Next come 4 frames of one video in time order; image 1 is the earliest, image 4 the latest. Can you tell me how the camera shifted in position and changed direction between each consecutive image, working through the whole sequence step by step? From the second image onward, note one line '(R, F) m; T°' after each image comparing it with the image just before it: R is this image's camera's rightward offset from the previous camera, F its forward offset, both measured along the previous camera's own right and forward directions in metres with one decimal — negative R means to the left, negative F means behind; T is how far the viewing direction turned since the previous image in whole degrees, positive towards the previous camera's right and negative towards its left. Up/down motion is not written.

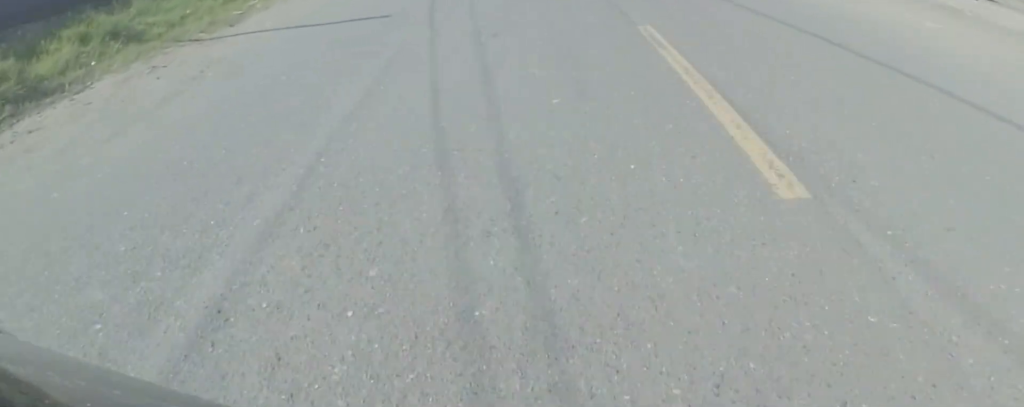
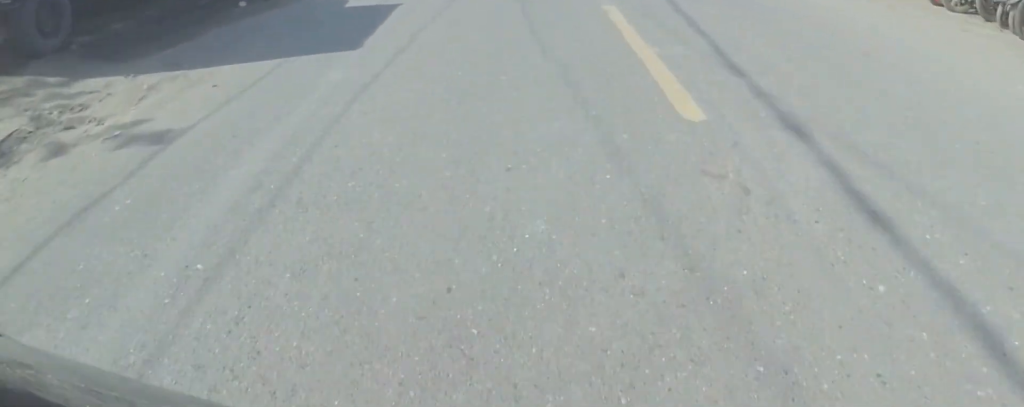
(0.0, +24.4) m; 0°
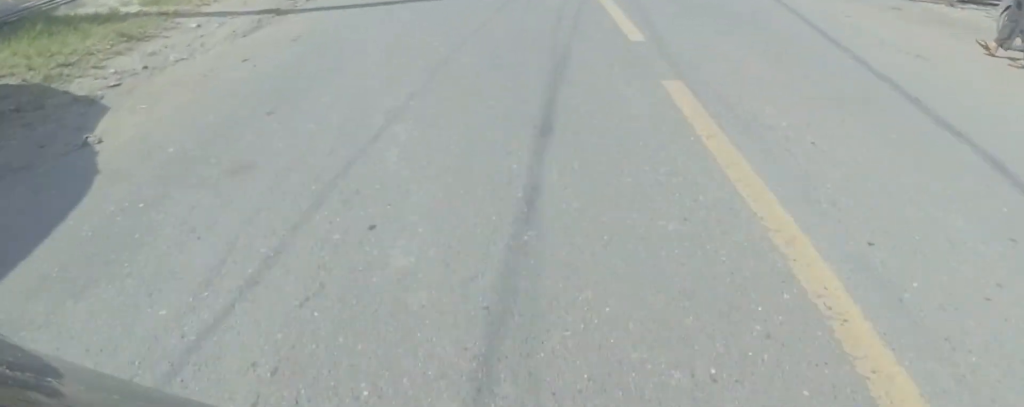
(0.0, +10.5) m; 0°
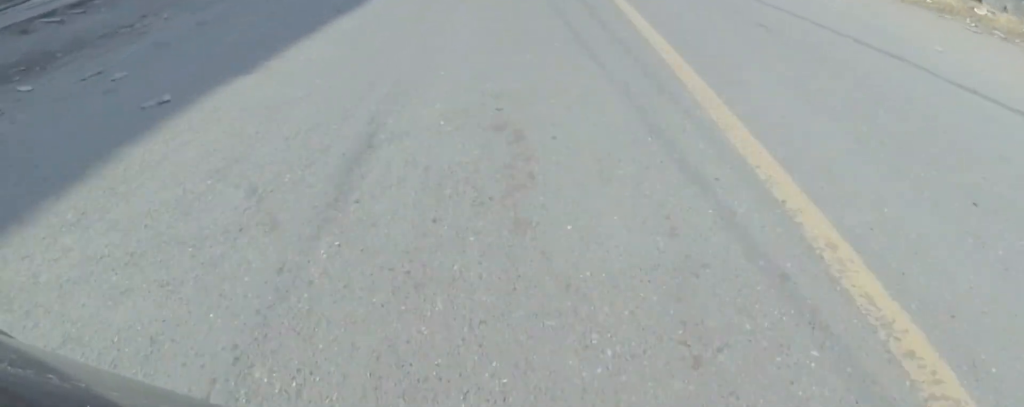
(0.0, +20.2) m; 0°
